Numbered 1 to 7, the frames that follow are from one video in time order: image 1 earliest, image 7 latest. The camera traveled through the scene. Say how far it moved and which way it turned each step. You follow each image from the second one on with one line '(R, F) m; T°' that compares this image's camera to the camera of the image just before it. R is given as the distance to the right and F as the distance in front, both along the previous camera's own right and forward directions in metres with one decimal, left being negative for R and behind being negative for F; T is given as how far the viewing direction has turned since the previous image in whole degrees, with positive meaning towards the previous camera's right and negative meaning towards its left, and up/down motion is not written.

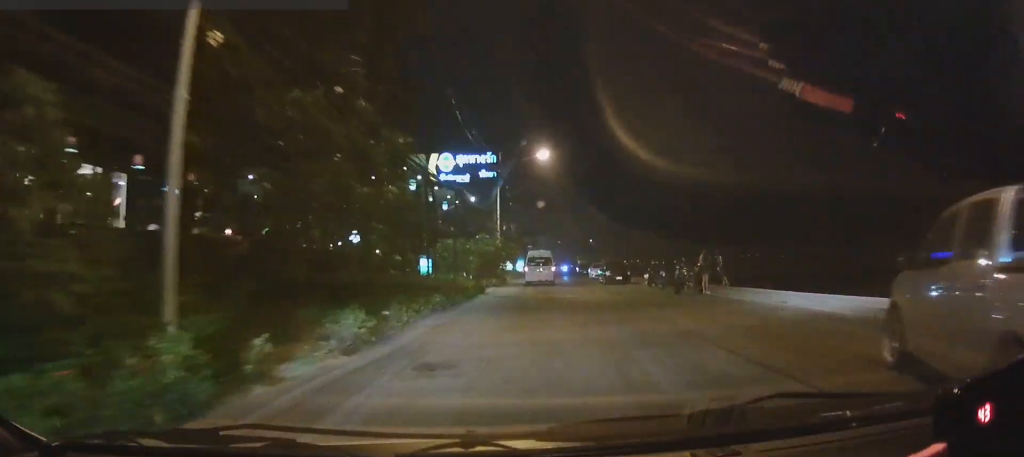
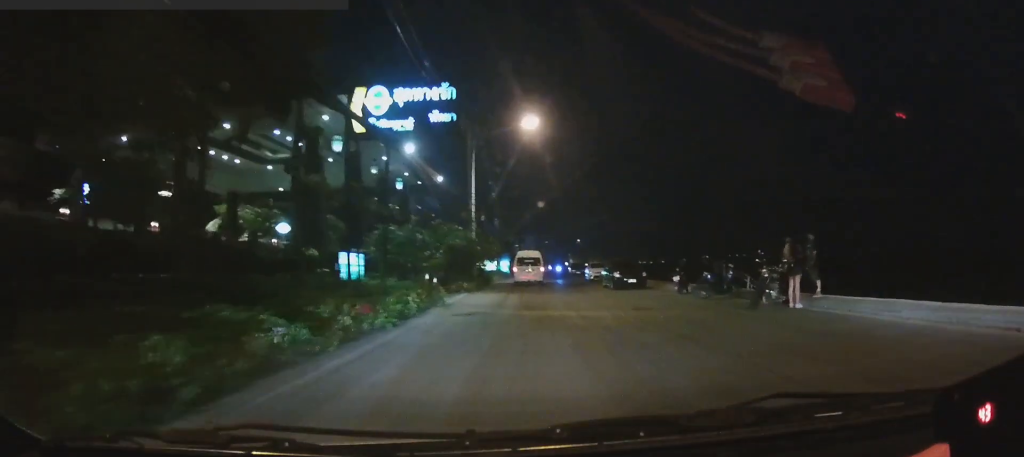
(-0.6, +9.4) m; -2°
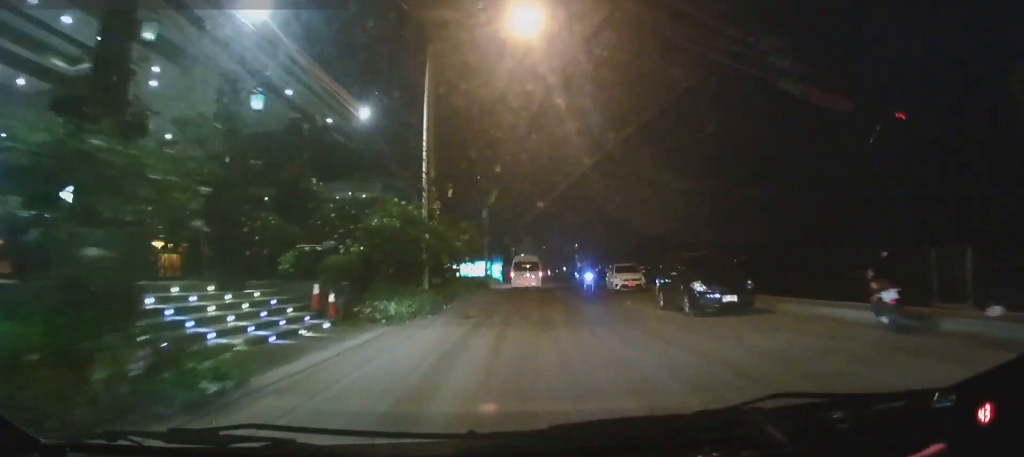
(+0.5, +14.7) m; +1°
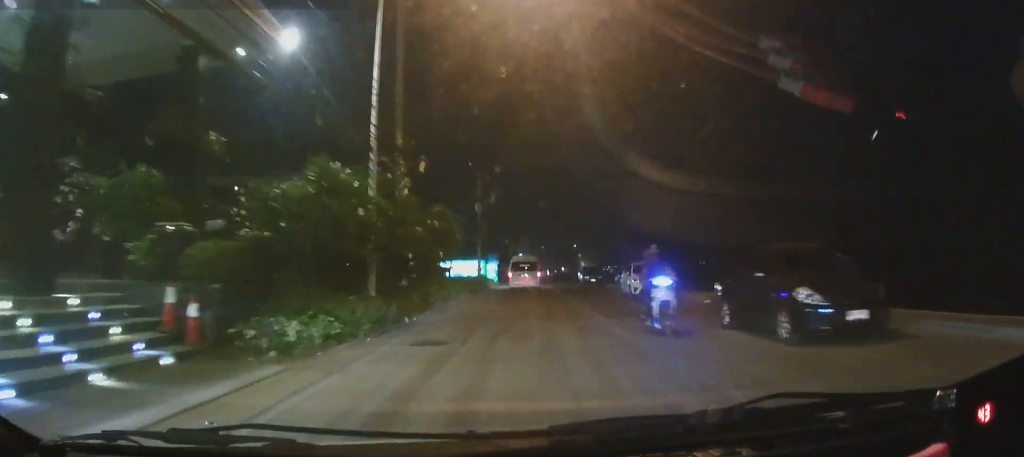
(0.0, +6.2) m; 0°
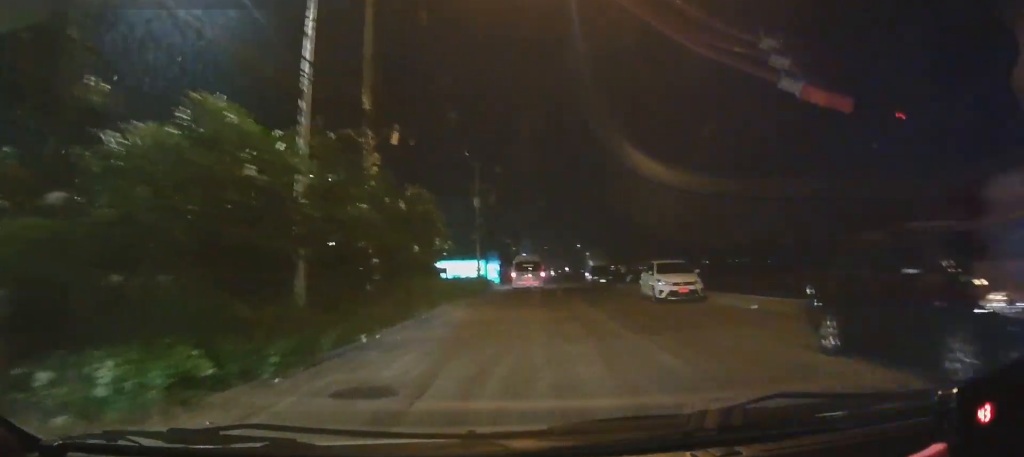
(0.0, +4.2) m; 0°
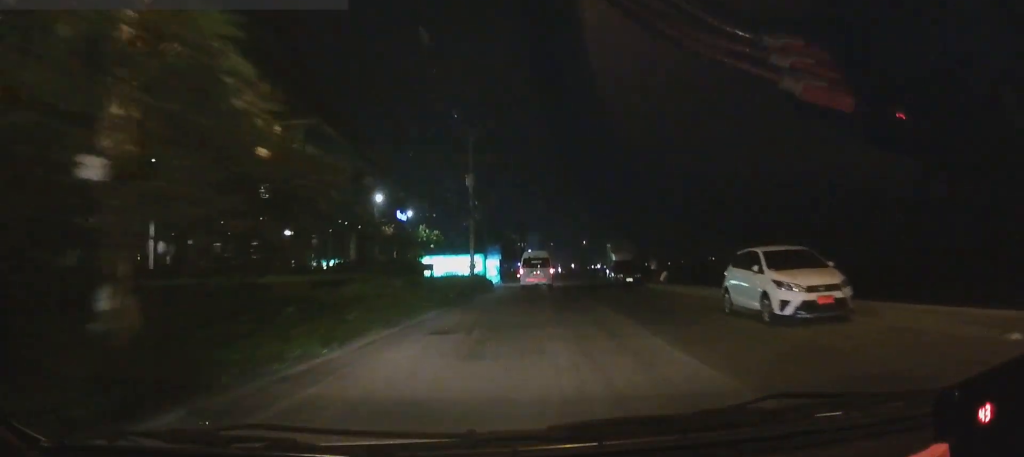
(+0.1, +9.8) m; +1°
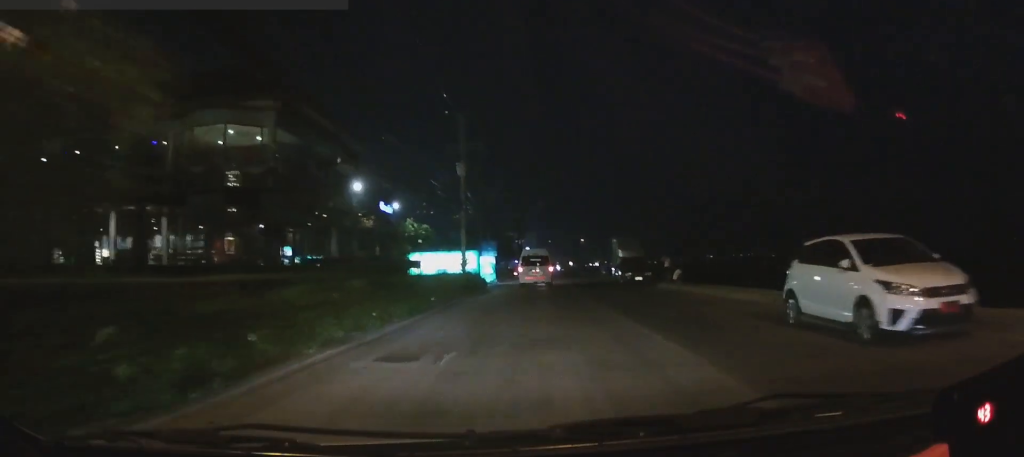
(0.0, +3.8) m; 0°
